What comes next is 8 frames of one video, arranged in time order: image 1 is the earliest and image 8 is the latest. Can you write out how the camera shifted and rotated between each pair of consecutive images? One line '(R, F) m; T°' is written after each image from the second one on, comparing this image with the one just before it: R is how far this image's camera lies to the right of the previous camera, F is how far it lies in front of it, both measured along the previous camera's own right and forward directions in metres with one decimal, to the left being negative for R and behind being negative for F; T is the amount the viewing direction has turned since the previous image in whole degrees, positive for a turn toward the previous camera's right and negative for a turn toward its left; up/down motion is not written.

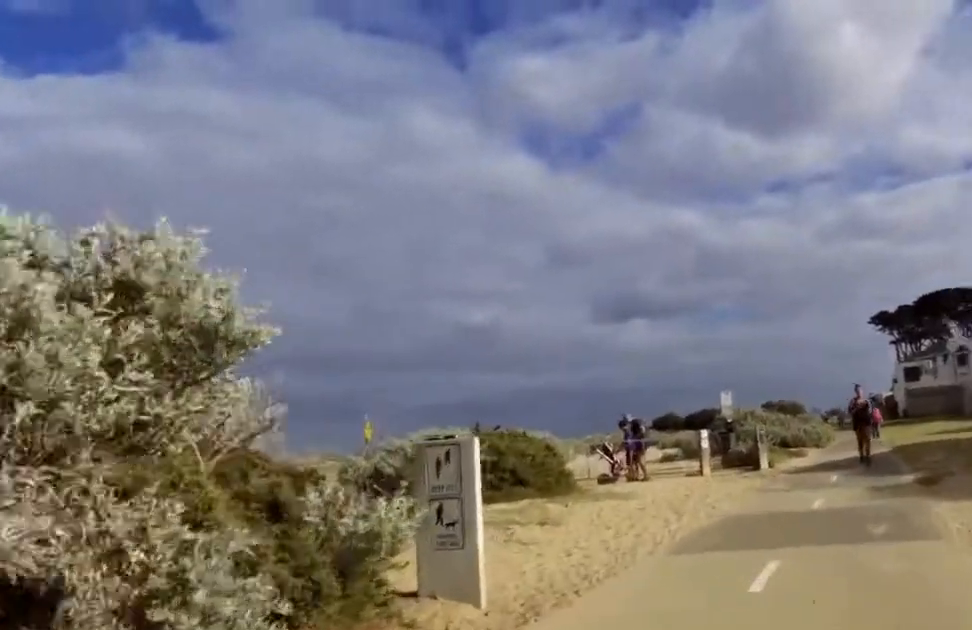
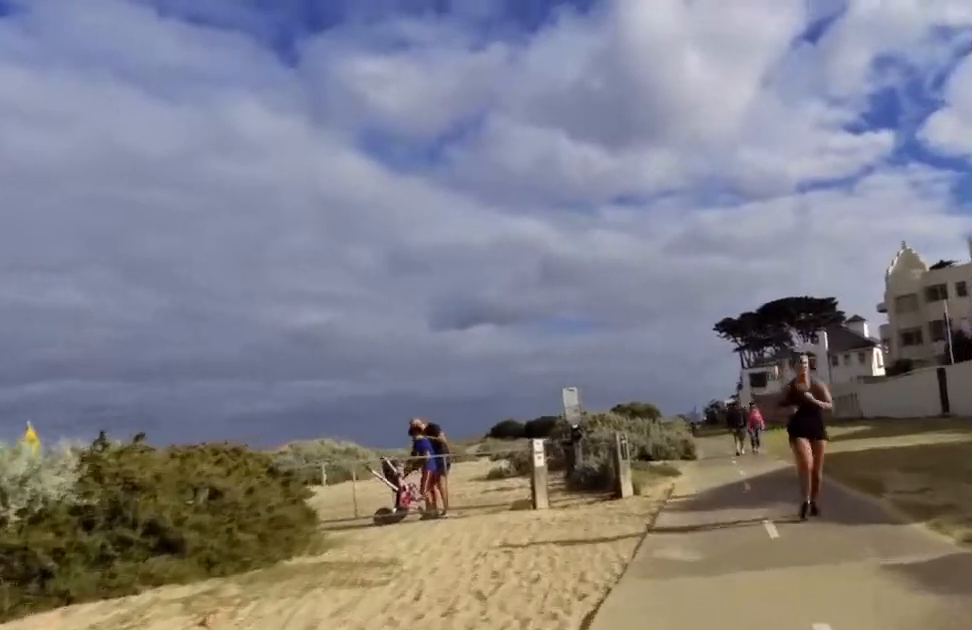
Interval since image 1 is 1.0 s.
(0.0, +6.2) m; -1°
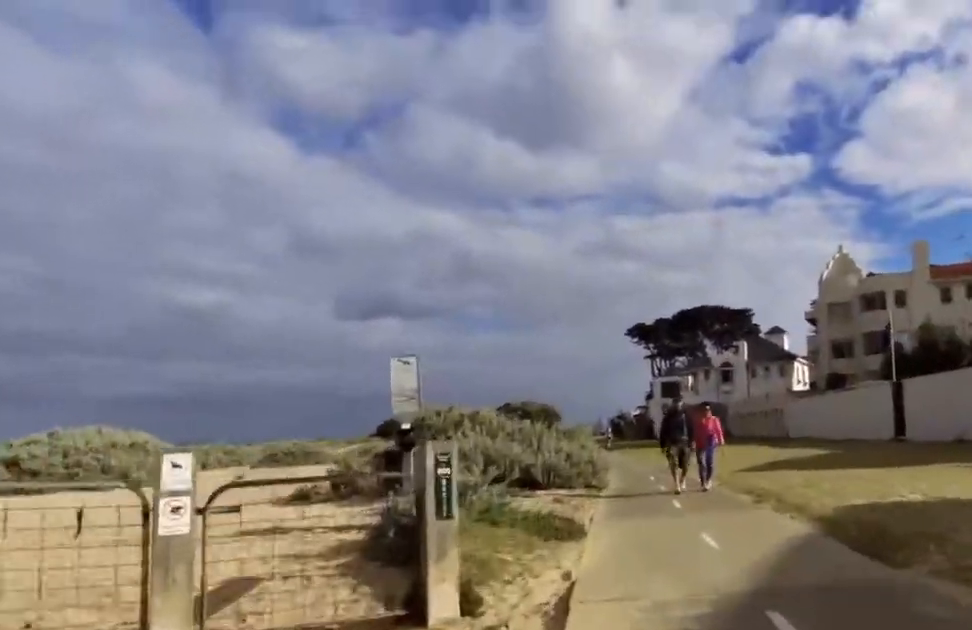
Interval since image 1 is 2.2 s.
(-0.2, +7.7) m; +11°
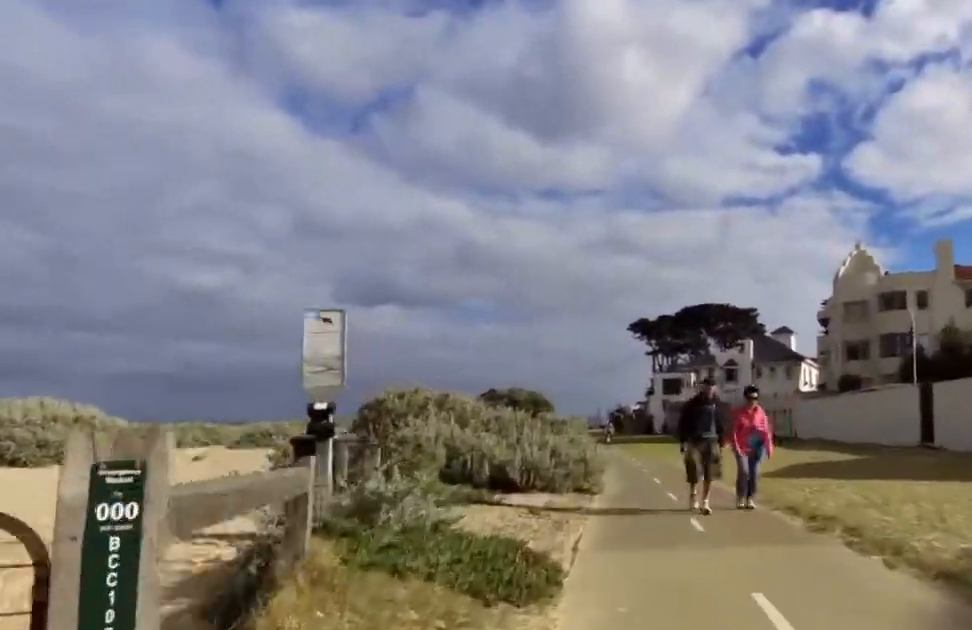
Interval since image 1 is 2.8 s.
(+0.8, +3.6) m; +1°
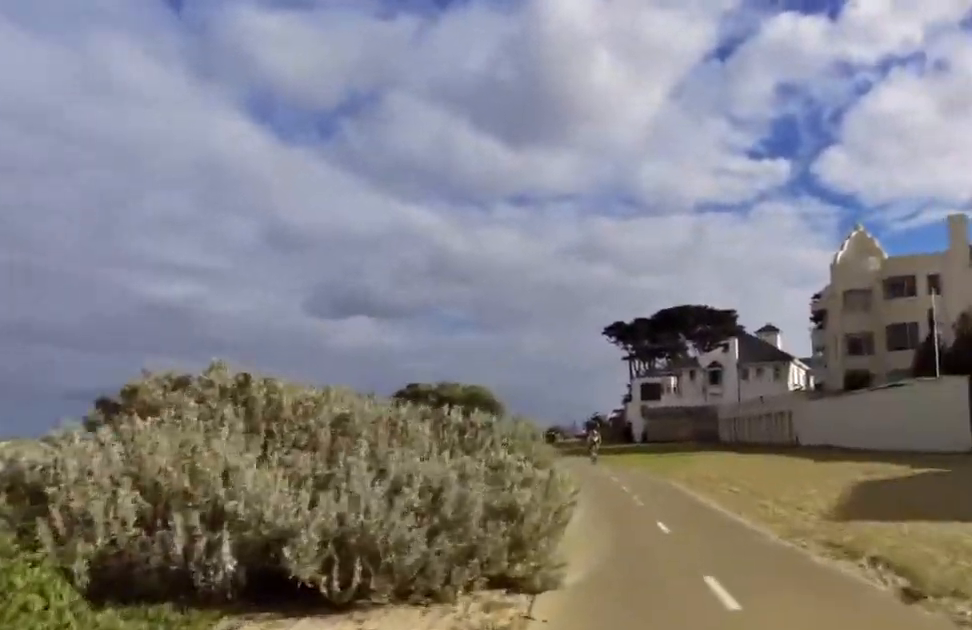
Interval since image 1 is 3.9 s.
(-0.1, +7.5) m; 0°
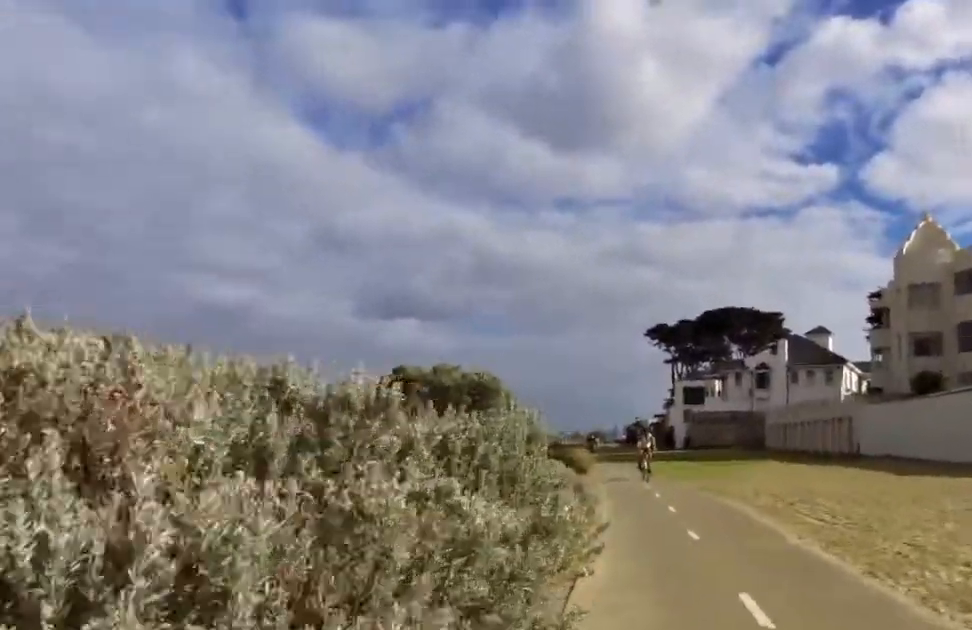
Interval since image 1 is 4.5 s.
(0.0, +4.1) m; -1°
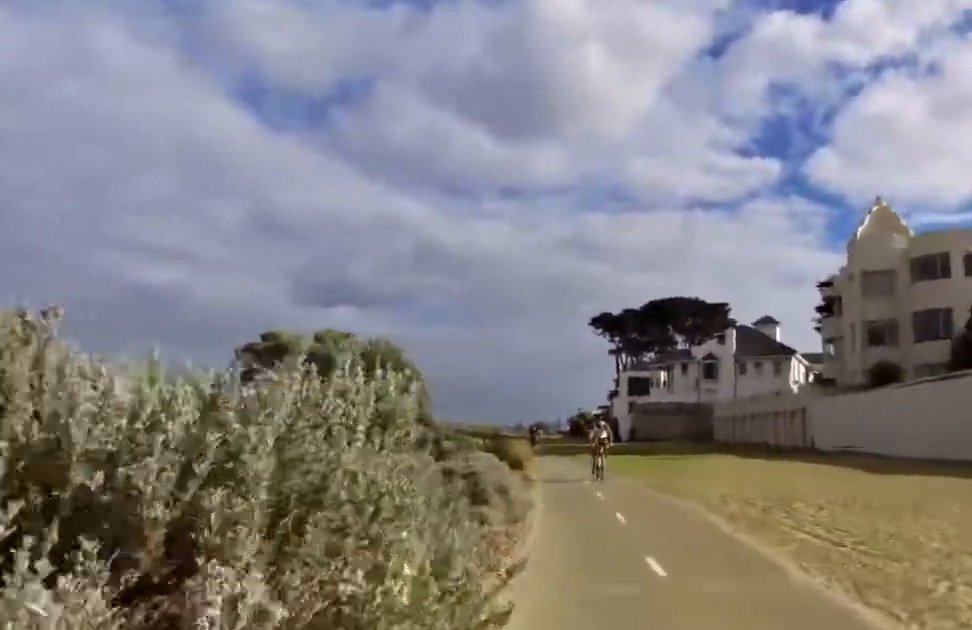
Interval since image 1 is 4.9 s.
(+0.4, +2.6) m; 0°
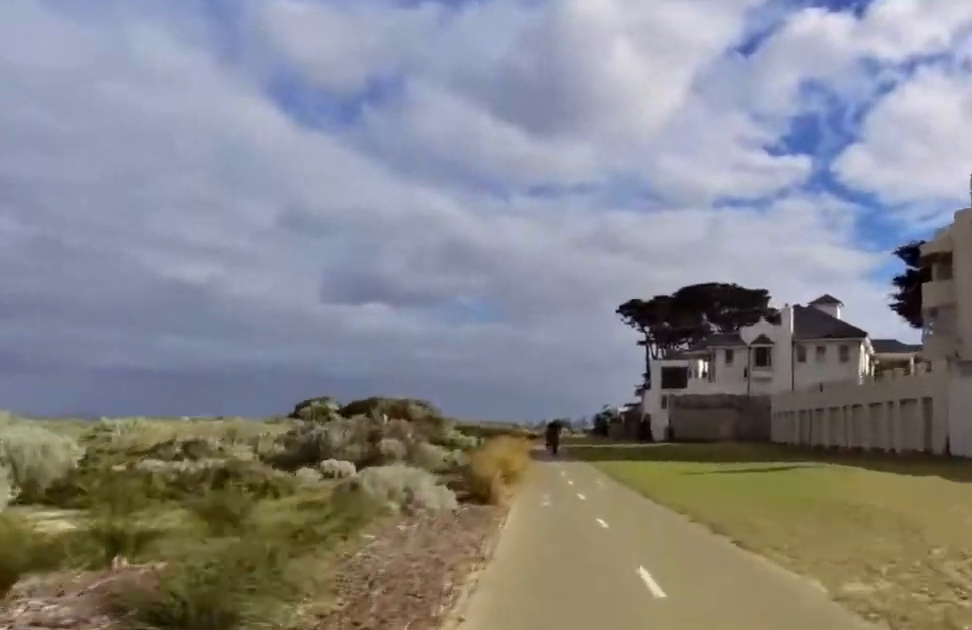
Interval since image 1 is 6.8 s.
(-1.5, +12.5) m; -10°
